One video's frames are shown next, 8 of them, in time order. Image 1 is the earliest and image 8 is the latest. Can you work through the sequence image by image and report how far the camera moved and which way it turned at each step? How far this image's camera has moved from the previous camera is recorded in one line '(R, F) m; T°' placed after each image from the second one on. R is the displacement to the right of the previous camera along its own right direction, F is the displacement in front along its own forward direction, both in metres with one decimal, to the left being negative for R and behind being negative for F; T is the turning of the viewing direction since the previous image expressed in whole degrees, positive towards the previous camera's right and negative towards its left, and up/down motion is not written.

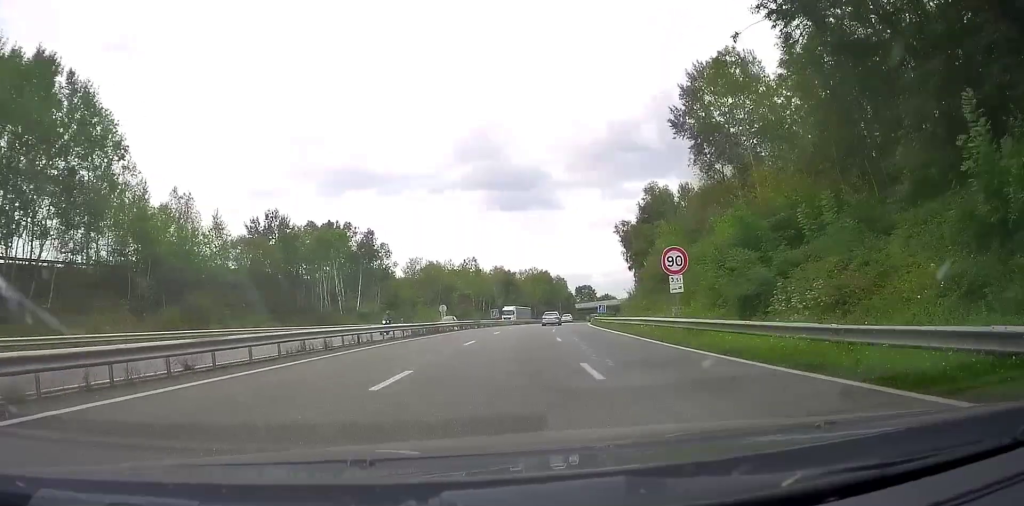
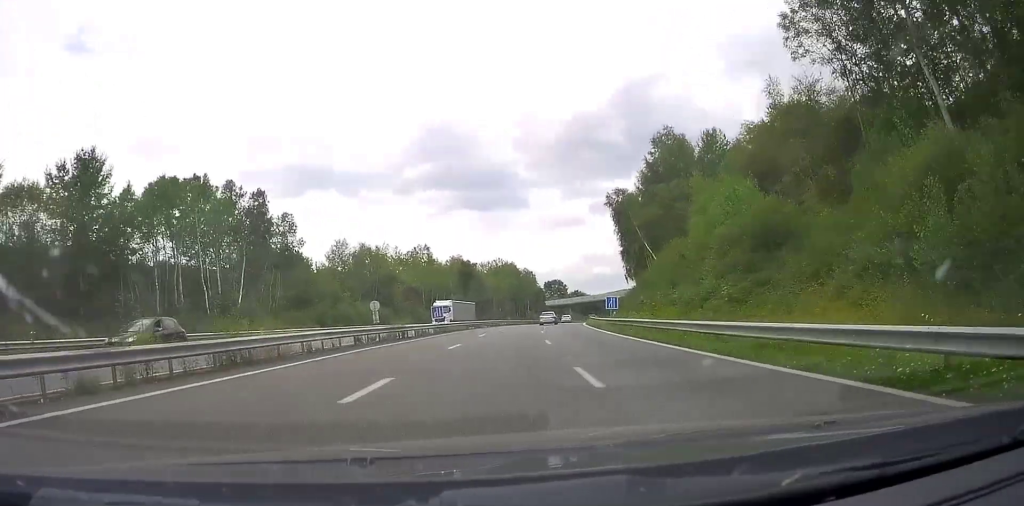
(+0.5, +27.5) m; +3°
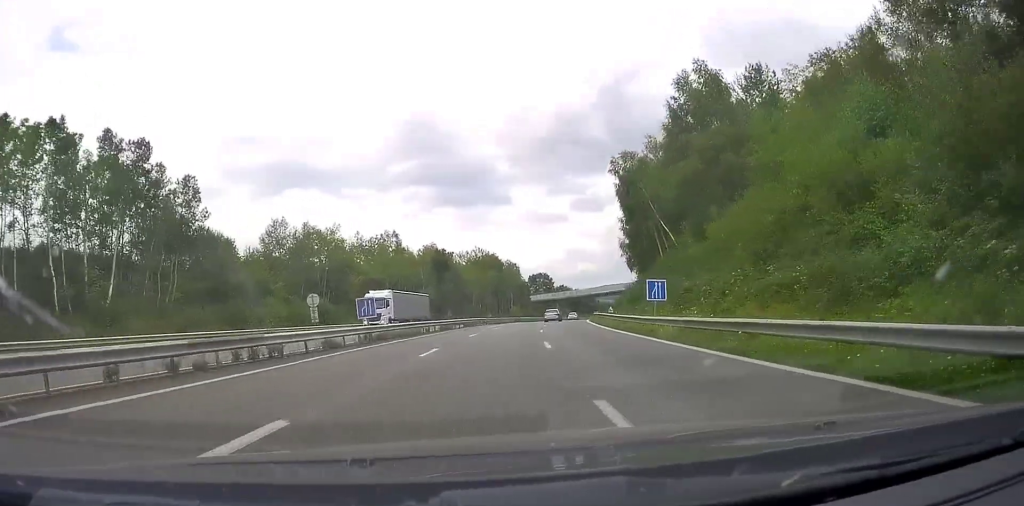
(+0.5, +17.6) m; +3°
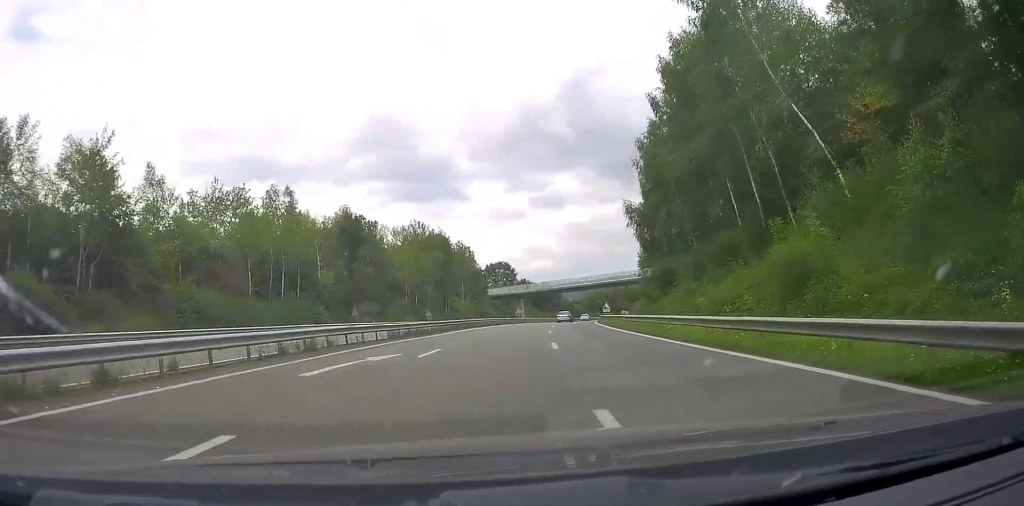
(+2.1, +39.9) m; +5°
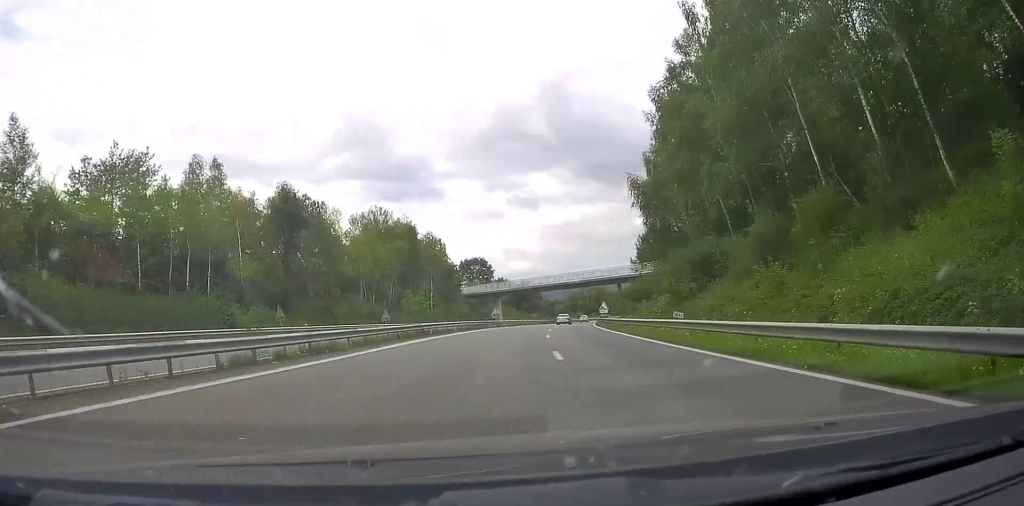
(-0.1, +15.7) m; +2°
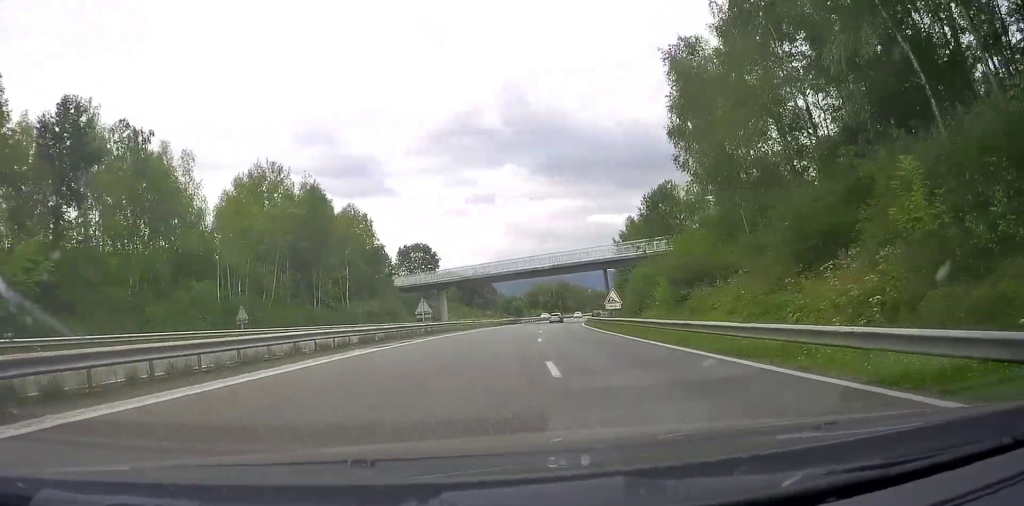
(+1.1, +29.8) m; +3°
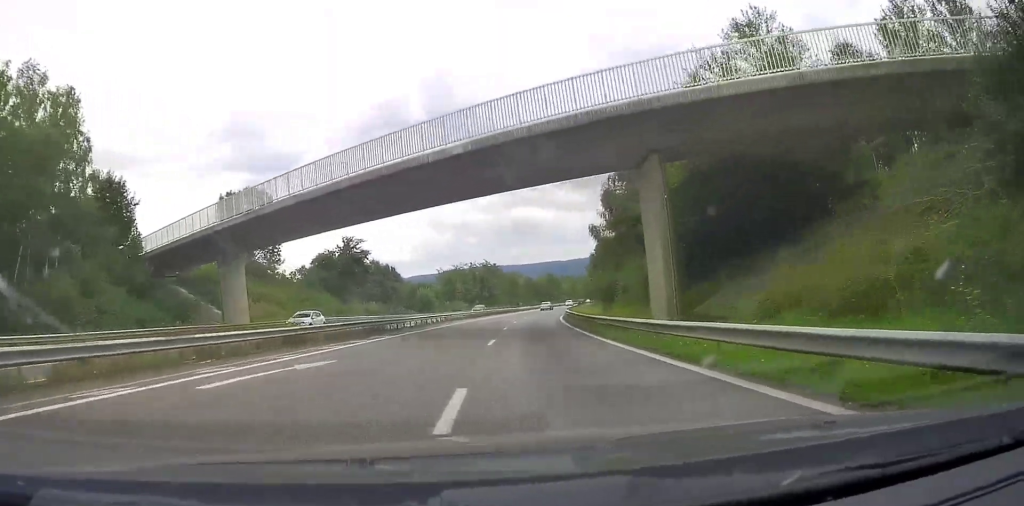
(+3.2, +56.4) m; +7°
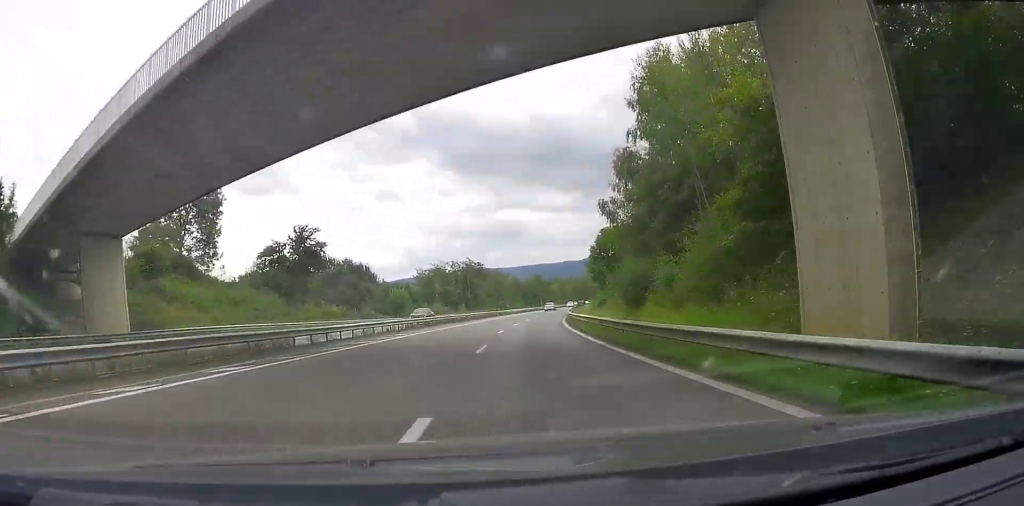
(+0.3, +14.5) m; +2°
